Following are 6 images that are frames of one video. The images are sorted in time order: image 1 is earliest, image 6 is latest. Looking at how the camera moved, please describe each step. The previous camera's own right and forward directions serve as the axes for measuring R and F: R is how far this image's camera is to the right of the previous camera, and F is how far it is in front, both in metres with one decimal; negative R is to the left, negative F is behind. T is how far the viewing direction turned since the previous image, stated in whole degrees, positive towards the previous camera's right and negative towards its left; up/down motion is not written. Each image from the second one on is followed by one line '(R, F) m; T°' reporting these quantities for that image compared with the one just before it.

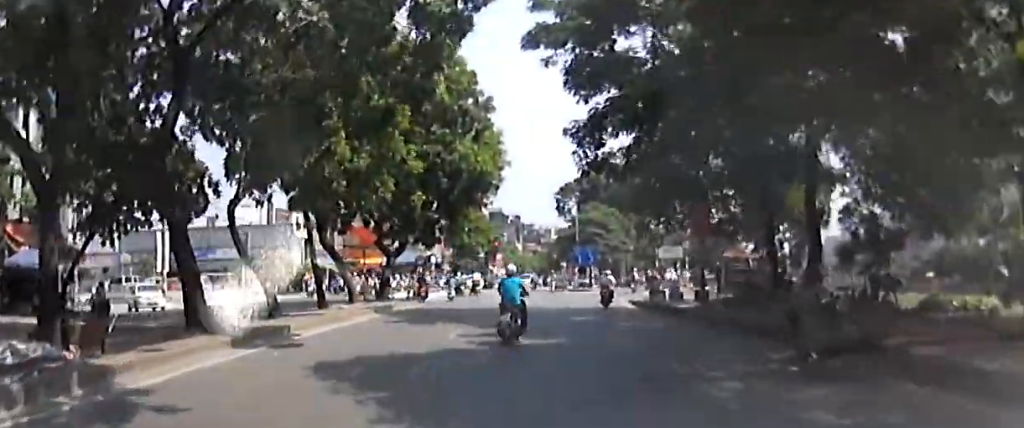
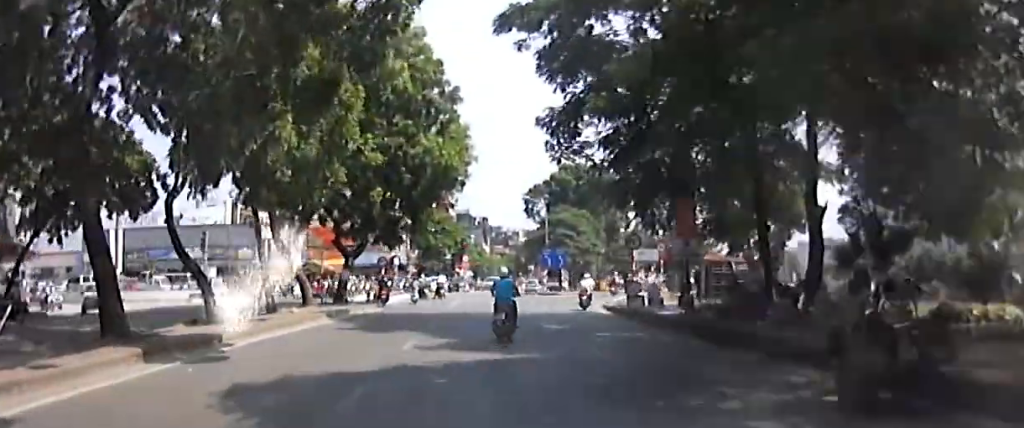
(+0.2, +2.4) m; +5°
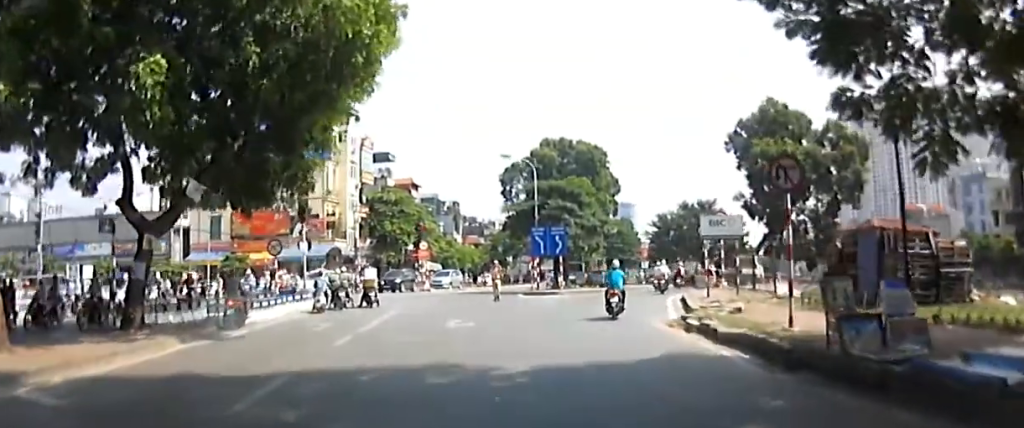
(+1.3, +18.3) m; +4°
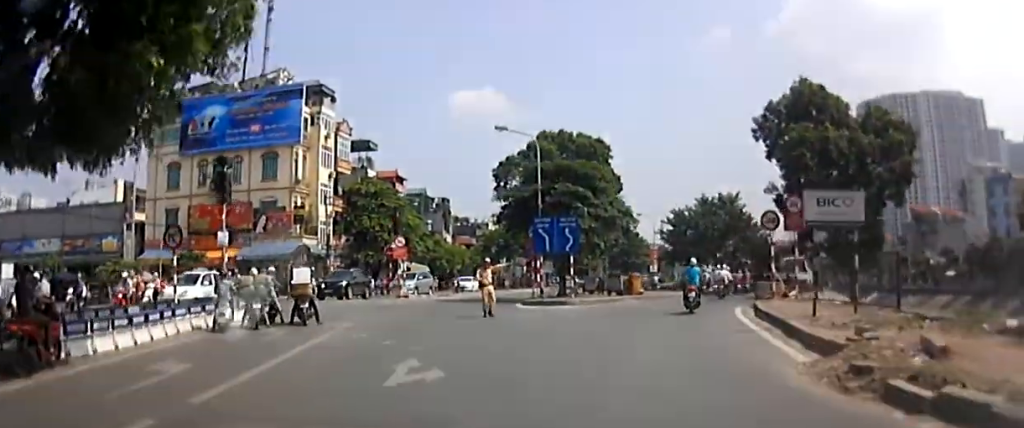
(-0.3, +9.3) m; 0°
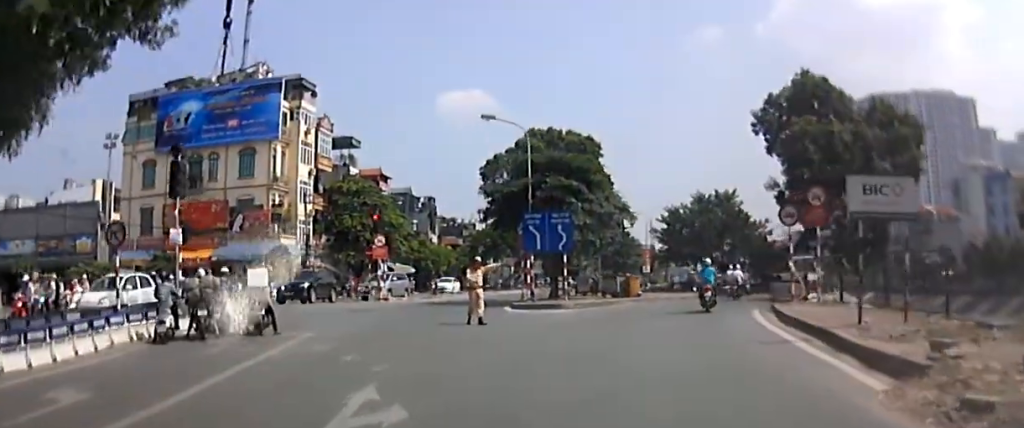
(-0.1, +3.2) m; +2°
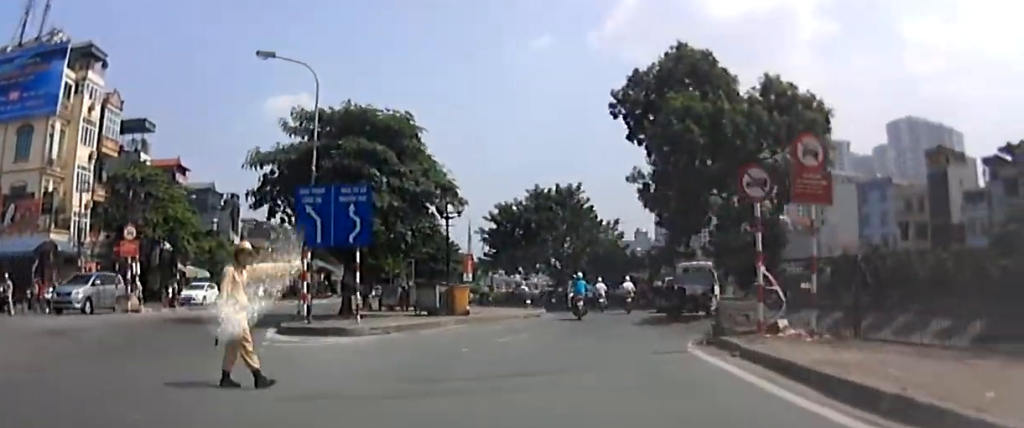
(+1.2, +11.3) m; +10°
